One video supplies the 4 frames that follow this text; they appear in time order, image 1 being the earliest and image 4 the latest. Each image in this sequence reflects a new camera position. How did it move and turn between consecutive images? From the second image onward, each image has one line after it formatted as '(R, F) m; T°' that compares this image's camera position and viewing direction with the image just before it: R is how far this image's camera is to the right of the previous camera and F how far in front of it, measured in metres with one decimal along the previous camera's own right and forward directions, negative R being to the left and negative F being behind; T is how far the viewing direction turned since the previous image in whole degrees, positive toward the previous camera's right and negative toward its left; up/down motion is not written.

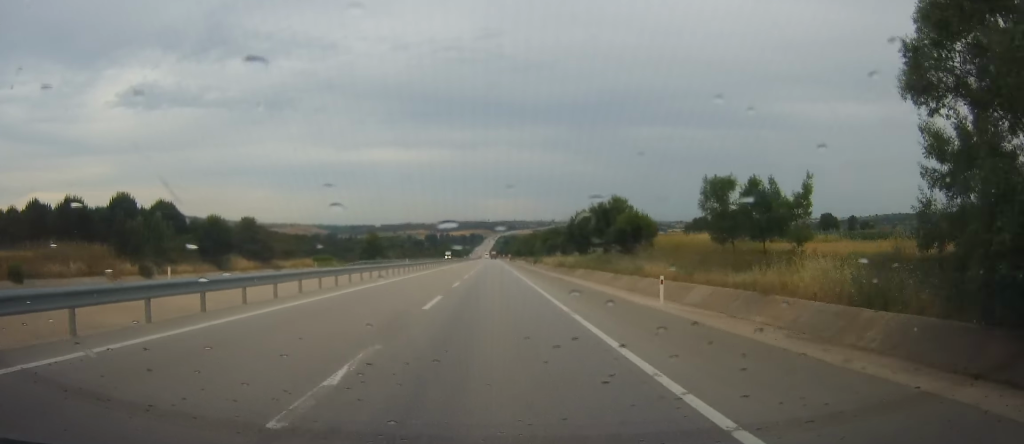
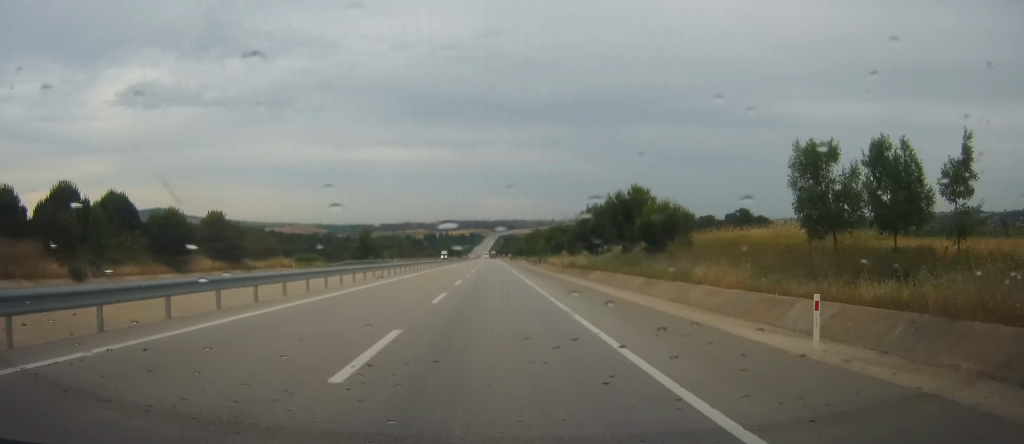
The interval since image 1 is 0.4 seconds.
(+0.2, +9.9) m; 0°
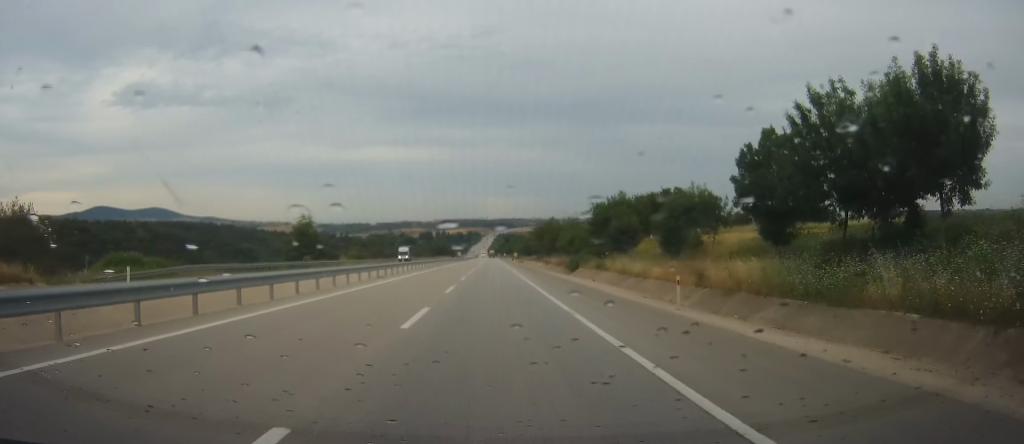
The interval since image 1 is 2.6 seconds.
(-1.0, +54.8) m; -1°
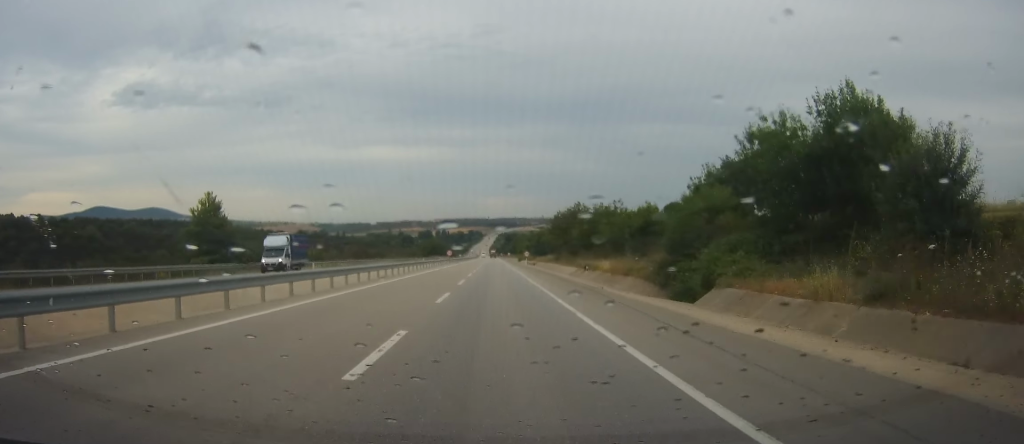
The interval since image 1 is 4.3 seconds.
(0.0, +40.4) m; +1°
